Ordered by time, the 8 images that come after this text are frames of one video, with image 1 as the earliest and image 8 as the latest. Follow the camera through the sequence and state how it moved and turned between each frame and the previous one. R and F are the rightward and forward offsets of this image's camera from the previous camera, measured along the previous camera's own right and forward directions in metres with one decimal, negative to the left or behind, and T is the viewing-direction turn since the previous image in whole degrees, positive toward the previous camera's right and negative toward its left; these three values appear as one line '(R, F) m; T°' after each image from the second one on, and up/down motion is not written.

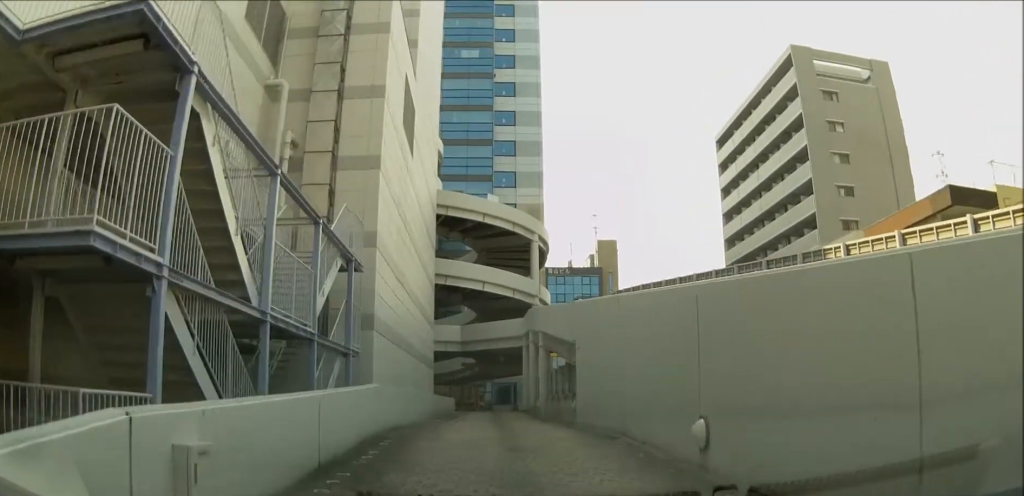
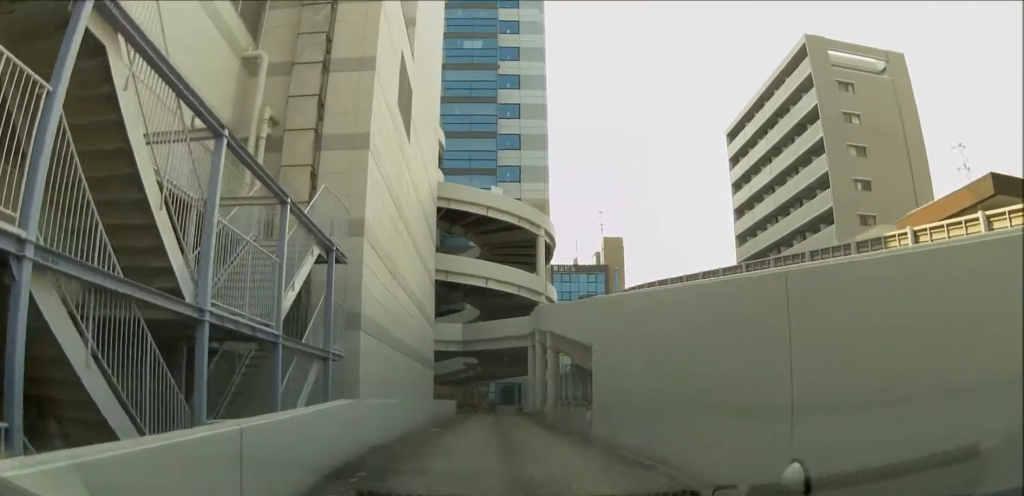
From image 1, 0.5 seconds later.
(+0.2, +2.2) m; -1°
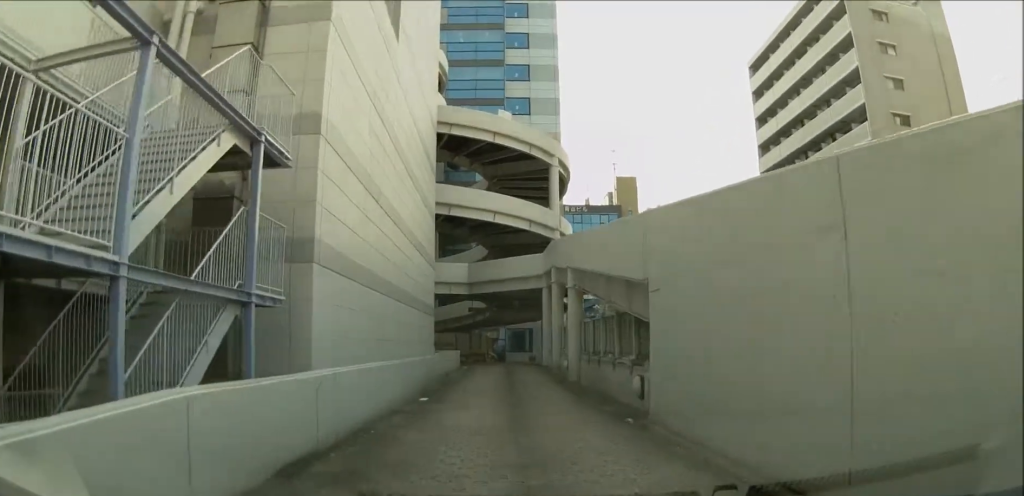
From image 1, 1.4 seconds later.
(+0.1, +4.6) m; -1°
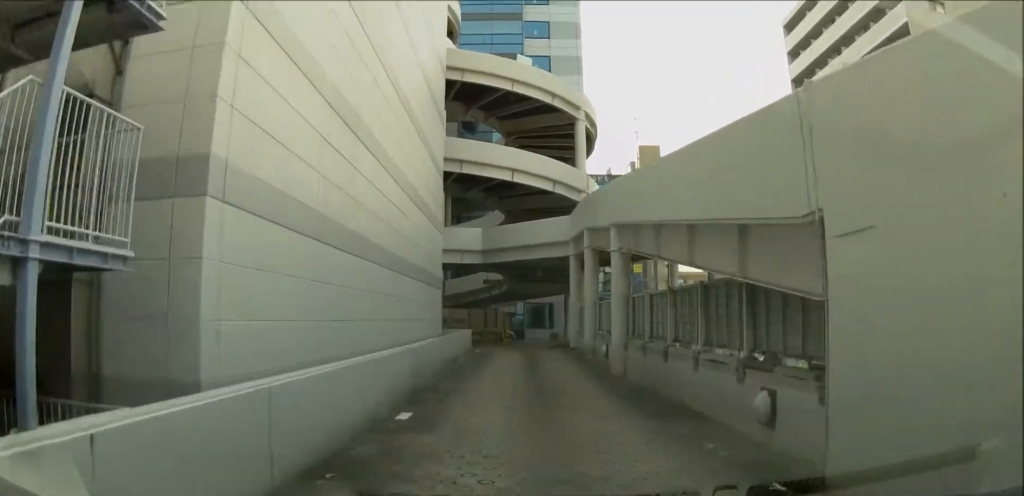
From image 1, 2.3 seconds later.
(-0.2, +4.8) m; 0°
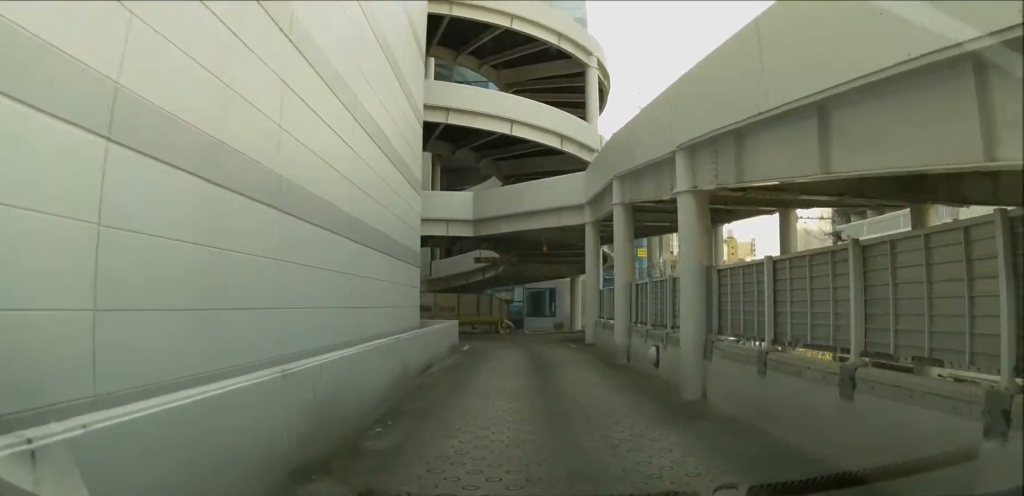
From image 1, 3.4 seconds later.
(+0.2, +6.0) m; -2°
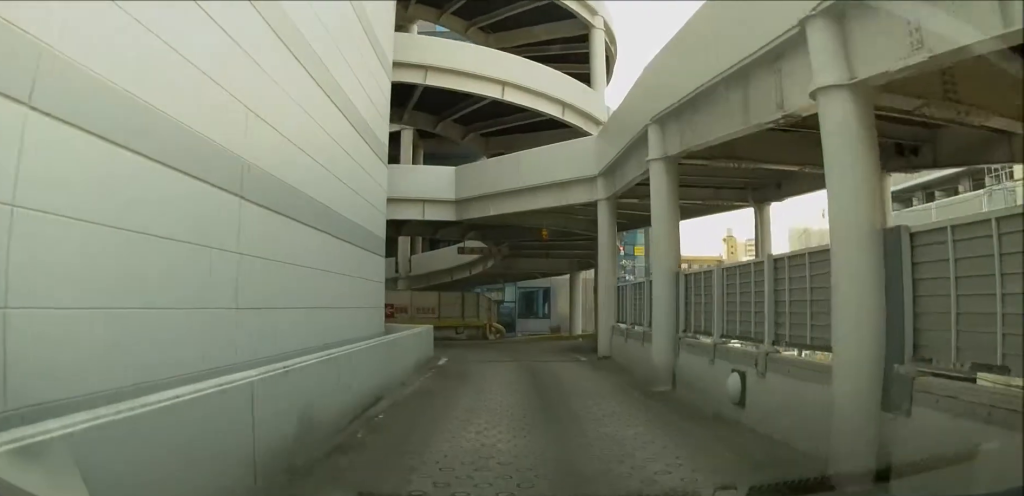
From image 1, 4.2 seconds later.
(-0.3, +4.9) m; -4°
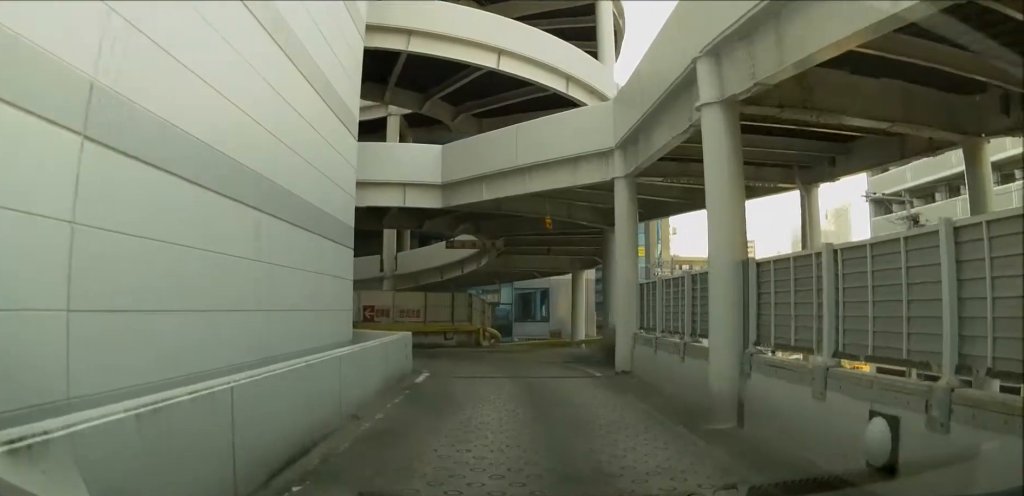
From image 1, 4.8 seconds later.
(0.0, +3.4) m; 0°
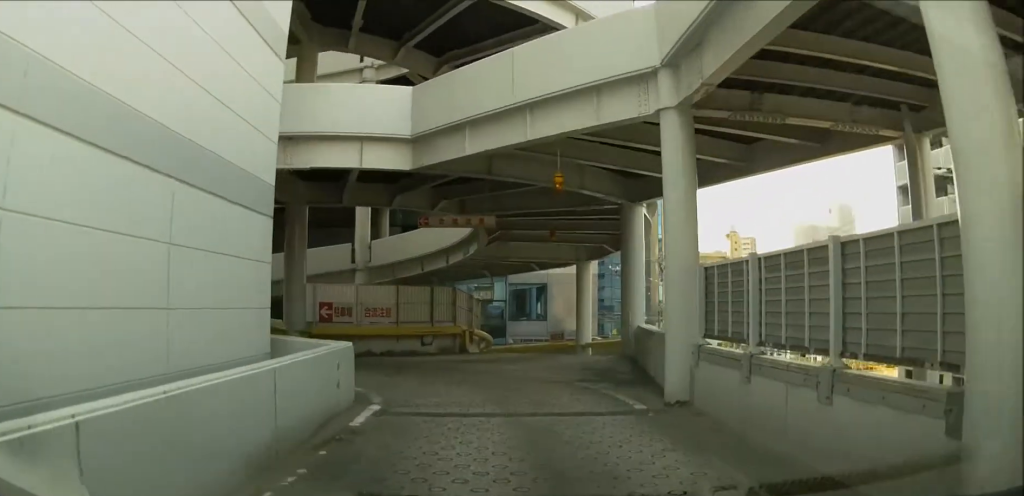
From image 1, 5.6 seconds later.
(0.0, +5.0) m; +6°
